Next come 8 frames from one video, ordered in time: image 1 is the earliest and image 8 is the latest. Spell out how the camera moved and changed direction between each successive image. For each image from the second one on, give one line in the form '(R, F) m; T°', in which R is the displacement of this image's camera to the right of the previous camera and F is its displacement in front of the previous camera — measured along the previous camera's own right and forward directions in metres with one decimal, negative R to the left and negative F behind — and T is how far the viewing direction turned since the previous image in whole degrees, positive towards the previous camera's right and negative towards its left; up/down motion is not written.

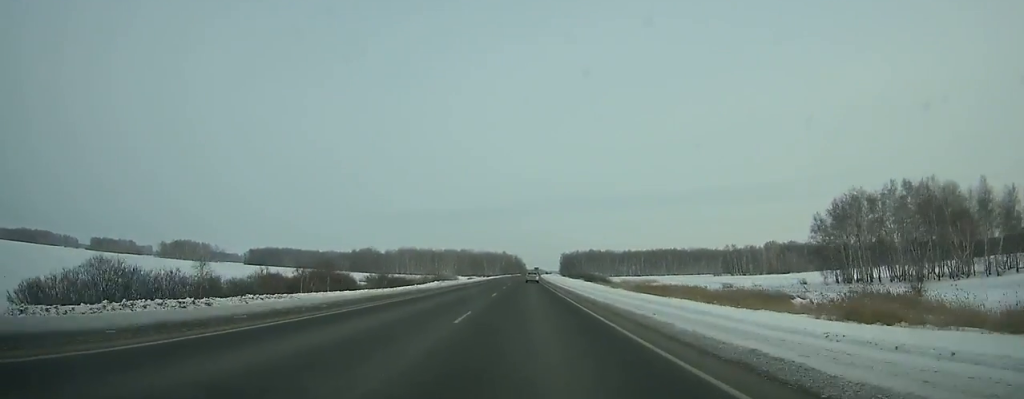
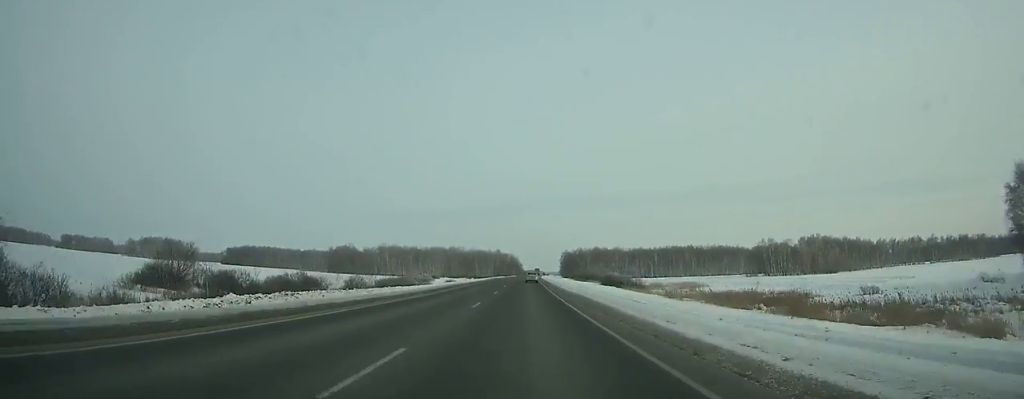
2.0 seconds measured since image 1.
(+0.5, +57.7) m; +1°
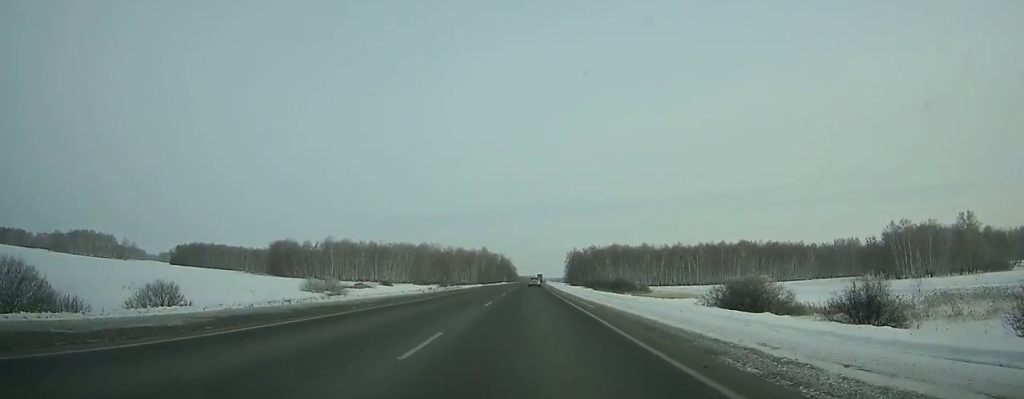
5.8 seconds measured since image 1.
(+0.4, +110.3) m; +1°
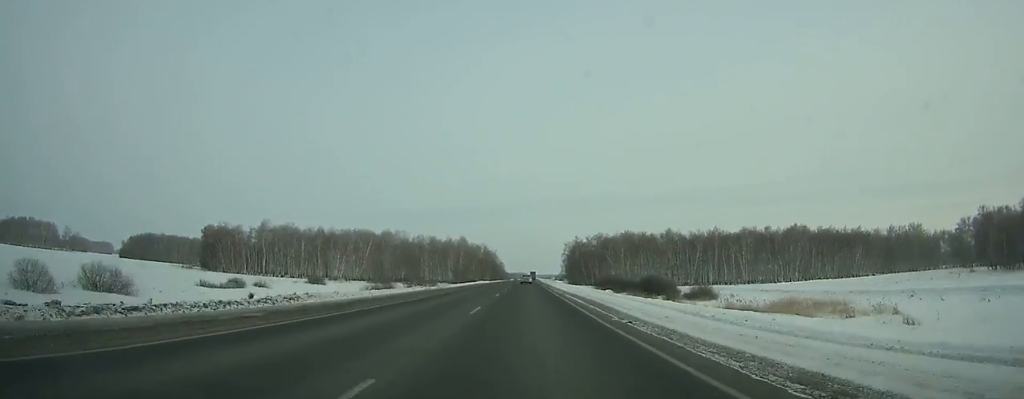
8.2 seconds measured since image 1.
(+0.3, +70.2) m; +1°
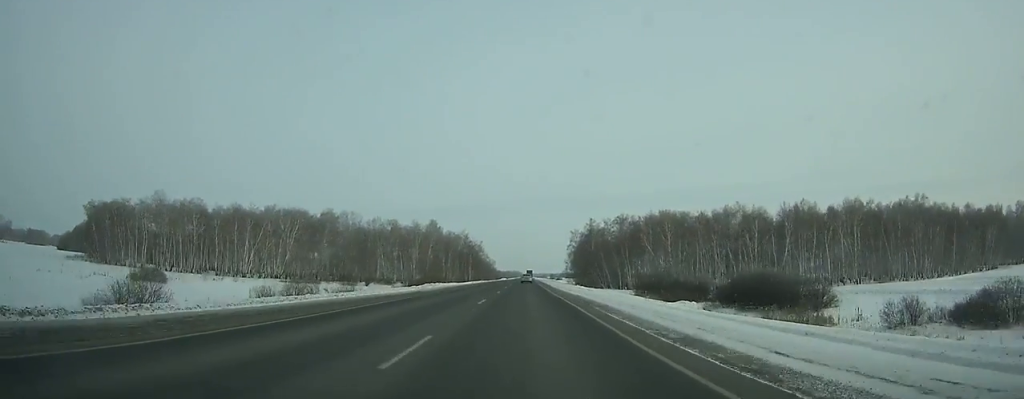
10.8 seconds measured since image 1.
(+0.5, +76.5) m; +1°
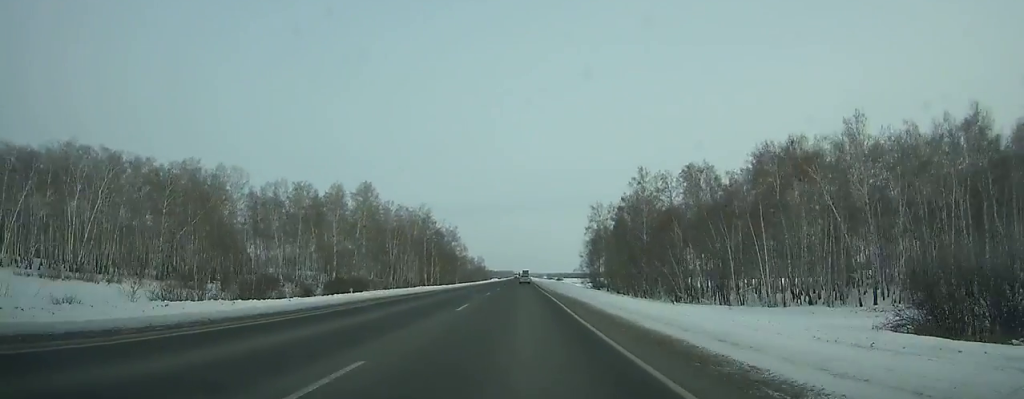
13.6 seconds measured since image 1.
(+0.4, +83.1) m; 0°
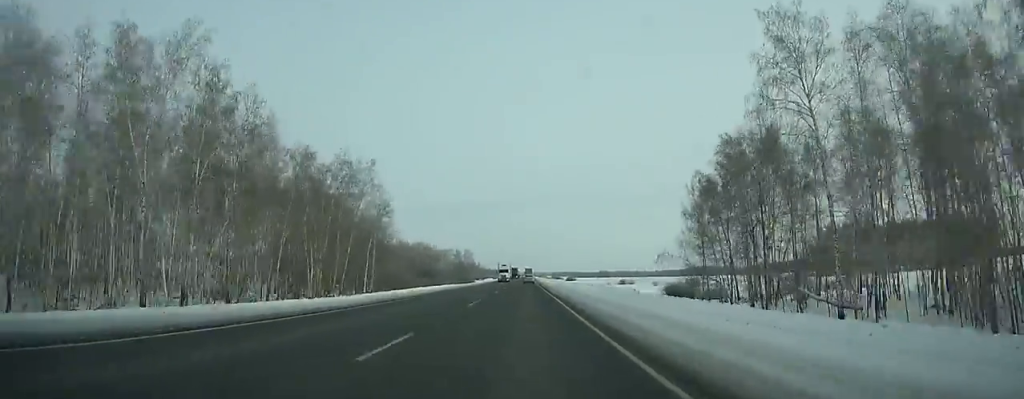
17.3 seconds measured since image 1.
(+0.1, +110.7) m; 0°
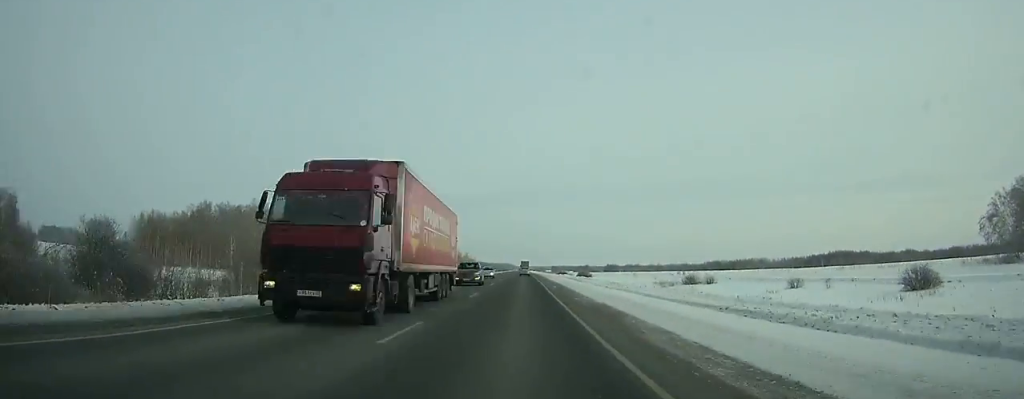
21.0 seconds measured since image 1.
(-0.4, +112.4) m; 0°
